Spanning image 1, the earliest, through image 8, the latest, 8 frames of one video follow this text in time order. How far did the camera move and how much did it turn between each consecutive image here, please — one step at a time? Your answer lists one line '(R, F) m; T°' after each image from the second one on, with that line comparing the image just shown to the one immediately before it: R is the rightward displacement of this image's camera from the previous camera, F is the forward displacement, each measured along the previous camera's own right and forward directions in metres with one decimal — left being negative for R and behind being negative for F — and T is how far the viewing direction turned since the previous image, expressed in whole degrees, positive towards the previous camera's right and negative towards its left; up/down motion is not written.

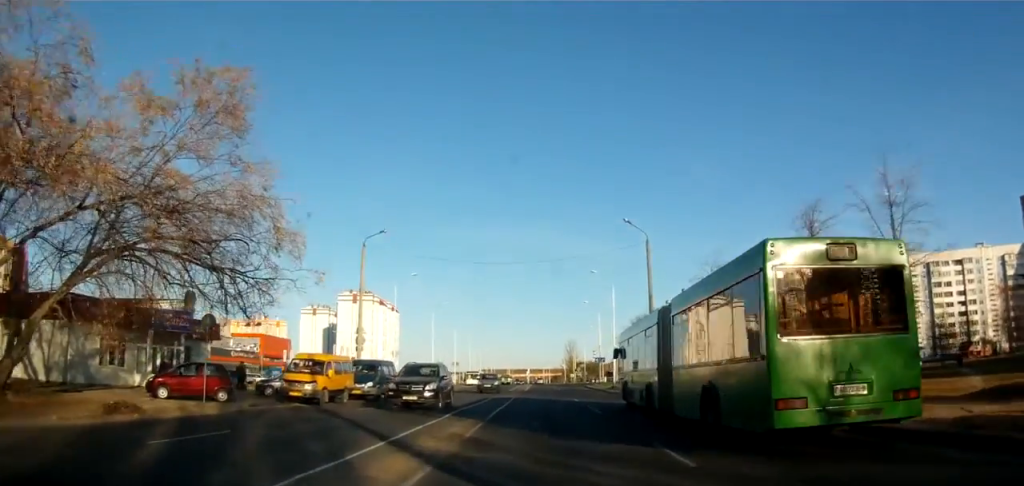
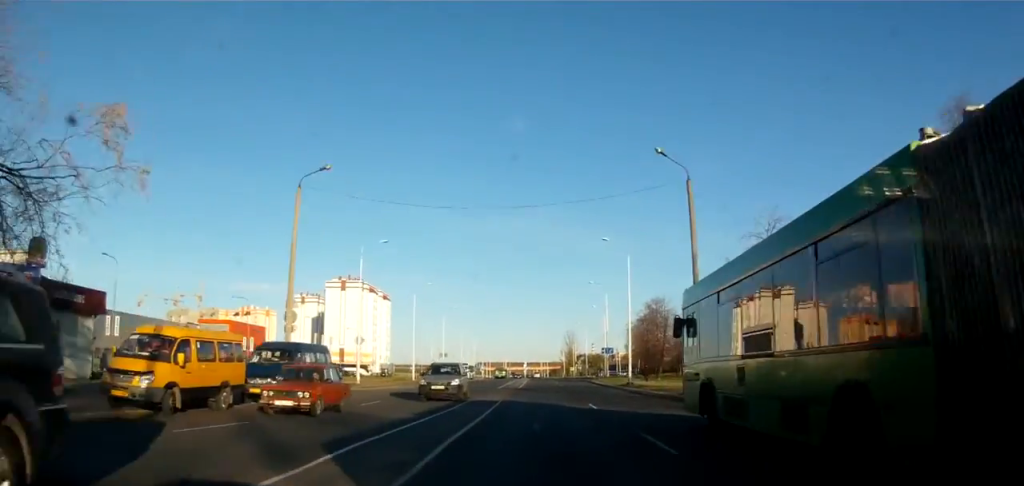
(0.0, +11.4) m; 0°
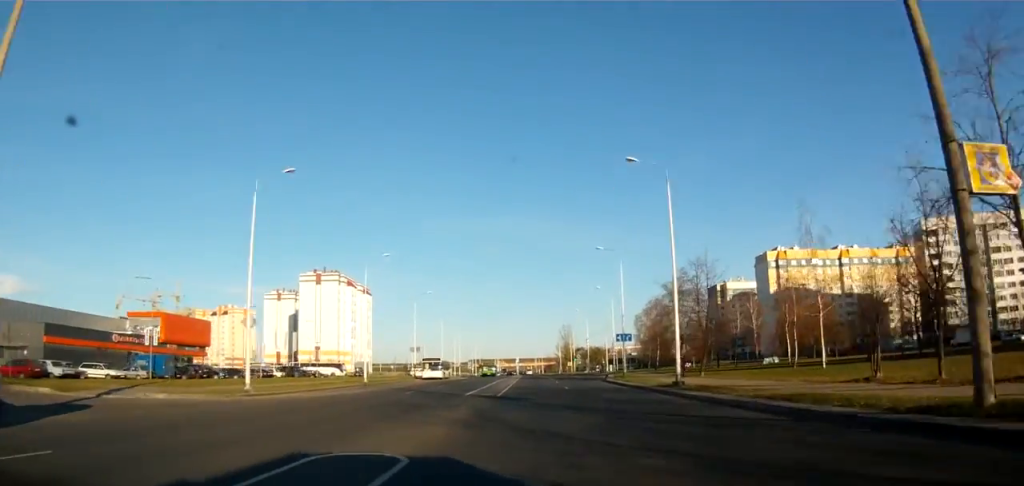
(+0.6, +18.8) m; +3°
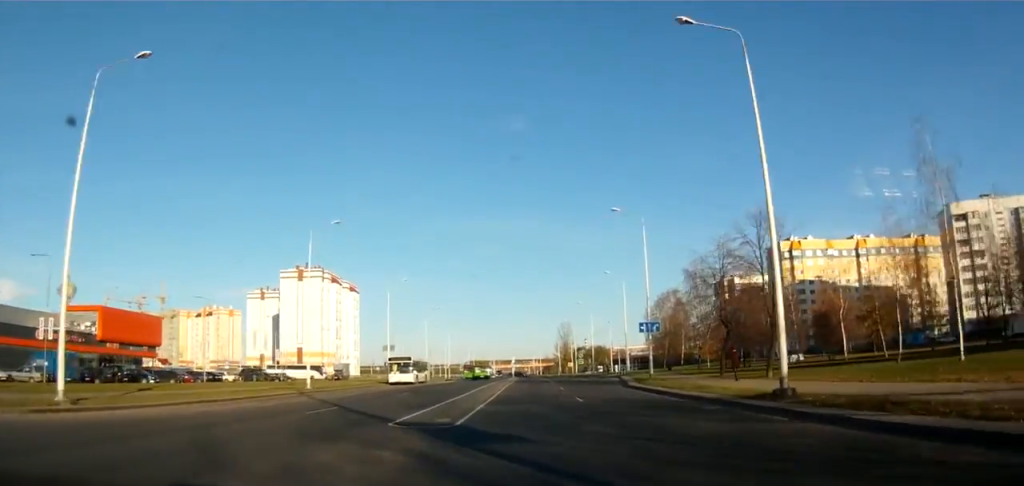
(-0.1, +13.8) m; -1°
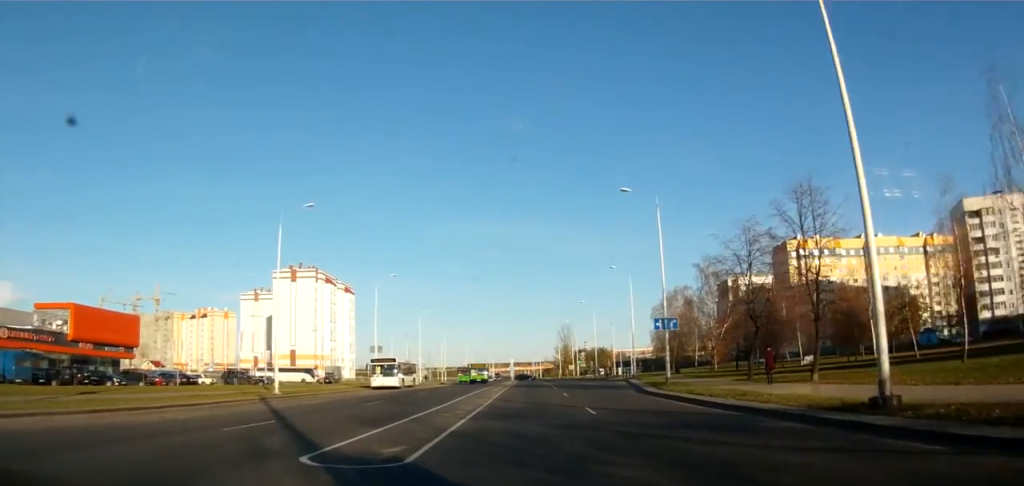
(0.0, +5.5) m; -1°
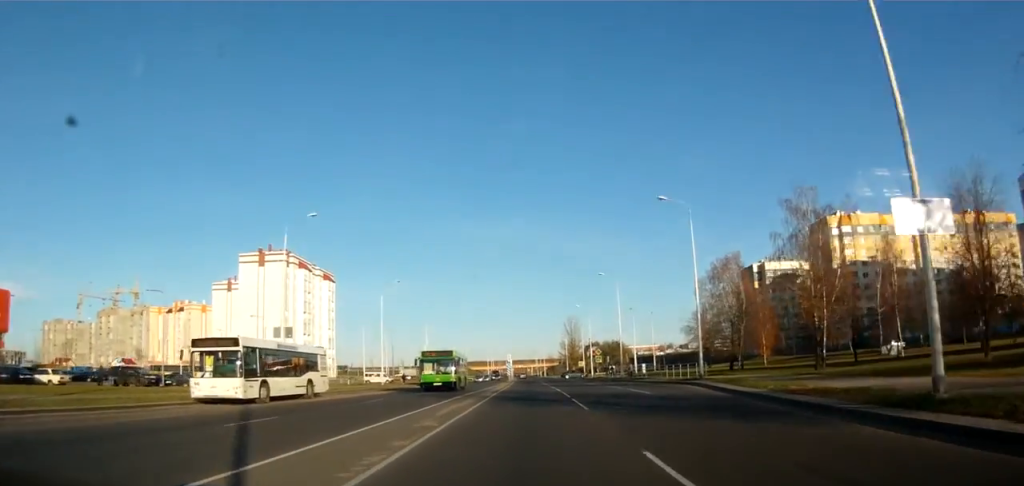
(+0.2, +24.7) m; +3°
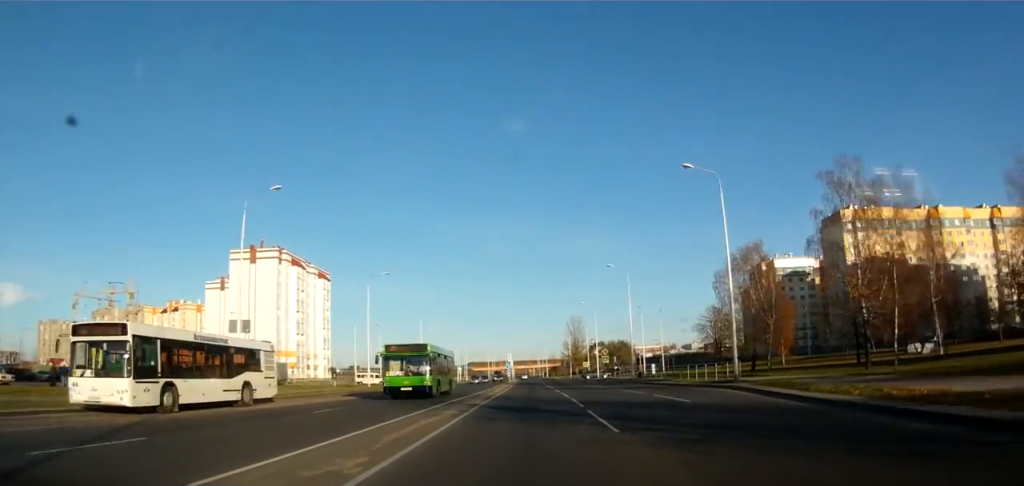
(+0.3, +6.1) m; 0°
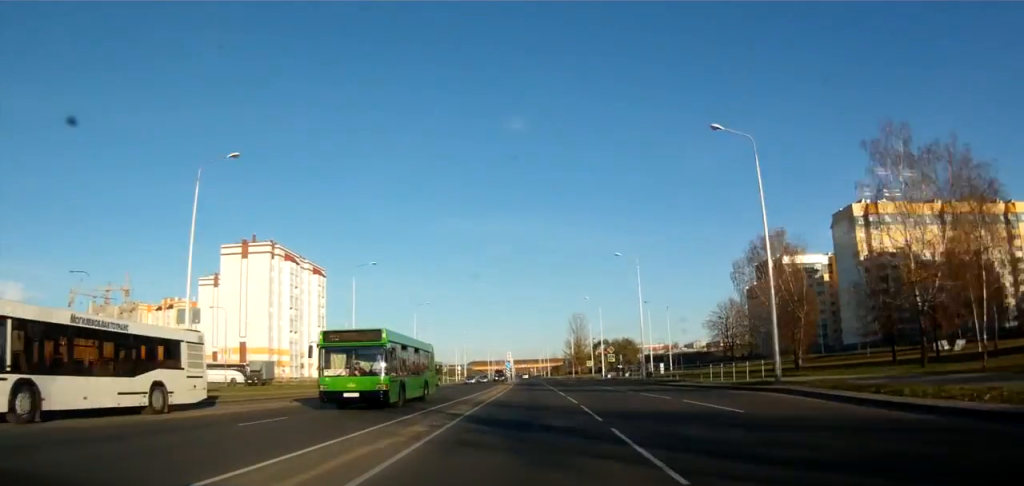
(+0.2, +5.6) m; 0°
